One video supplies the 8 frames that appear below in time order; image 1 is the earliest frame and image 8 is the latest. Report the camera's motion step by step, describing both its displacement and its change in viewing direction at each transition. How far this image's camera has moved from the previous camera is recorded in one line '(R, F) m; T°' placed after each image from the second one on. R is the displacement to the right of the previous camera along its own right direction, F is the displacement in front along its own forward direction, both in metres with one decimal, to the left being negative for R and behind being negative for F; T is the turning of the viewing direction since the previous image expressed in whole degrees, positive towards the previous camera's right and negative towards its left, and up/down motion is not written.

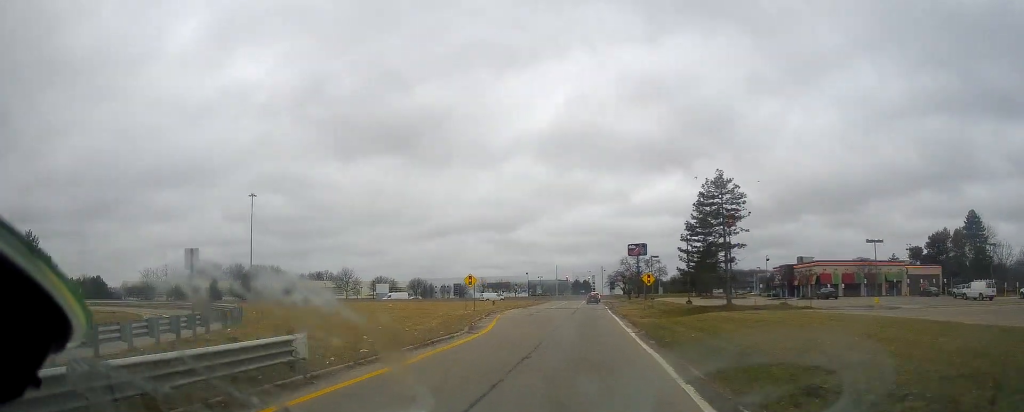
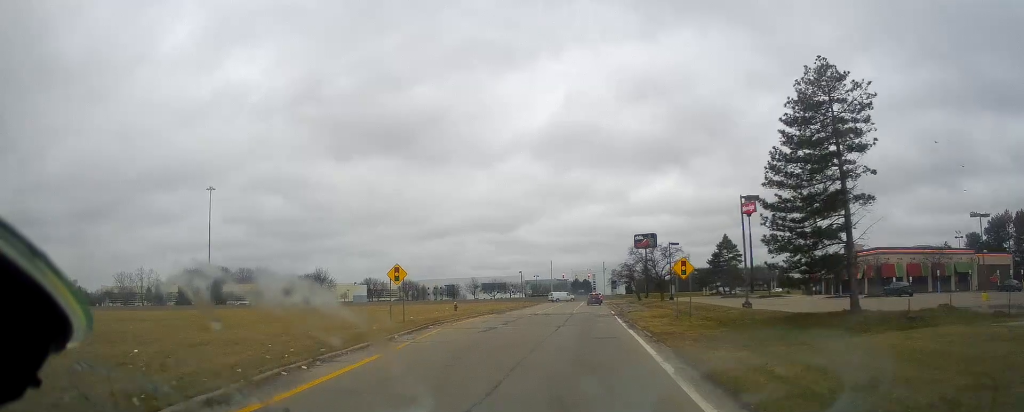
(-0.1, +20.8) m; +1°
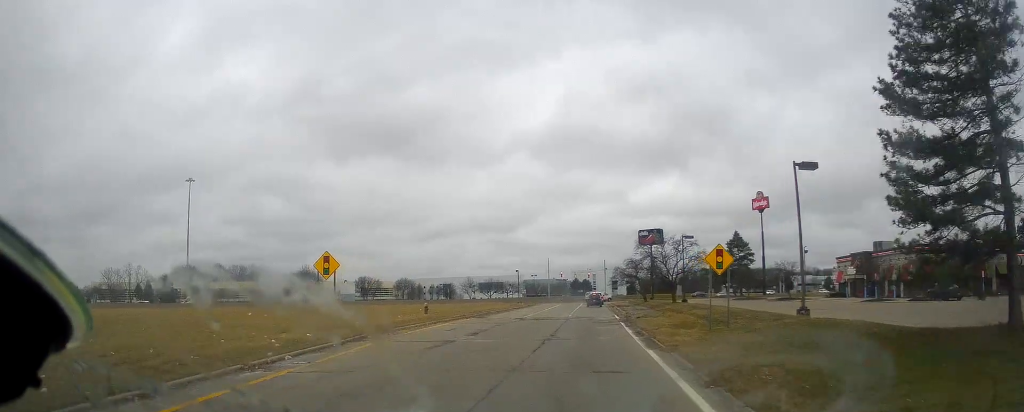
(+0.1, +9.7) m; +1°
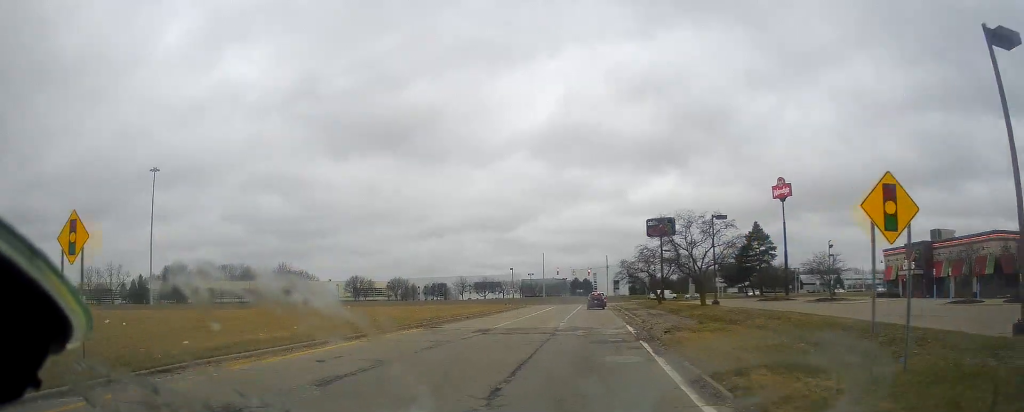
(0.0, +14.9) m; 0°
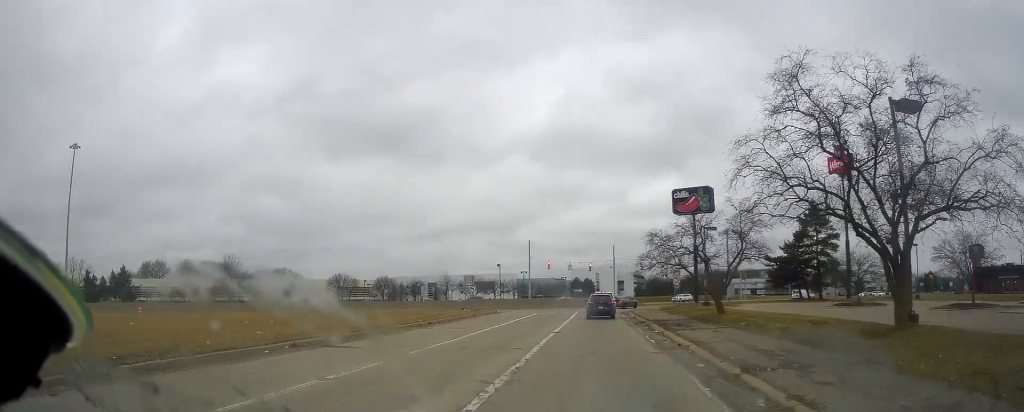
(-1.3, +28.2) m; -2°
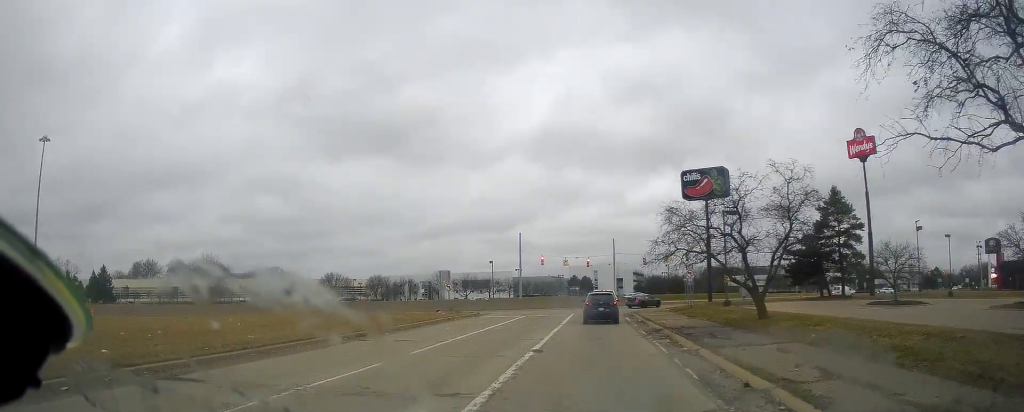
(+0.6, +8.0) m; +3°
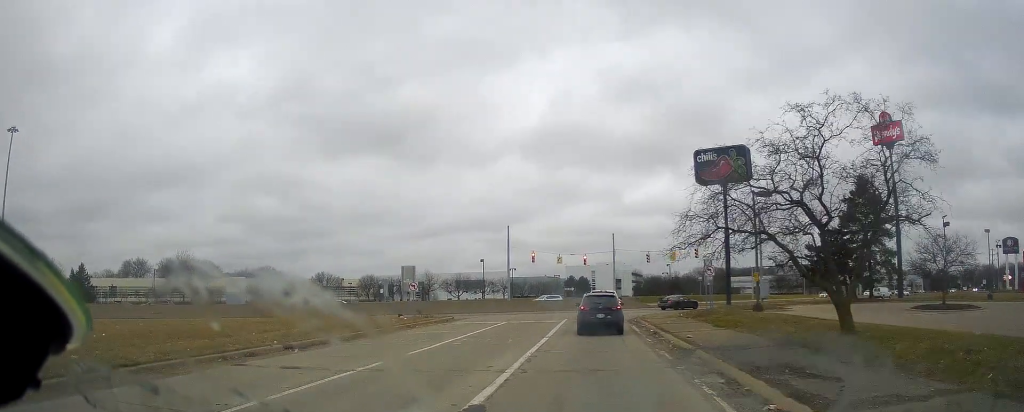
(+0.3, +8.6) m; 0°
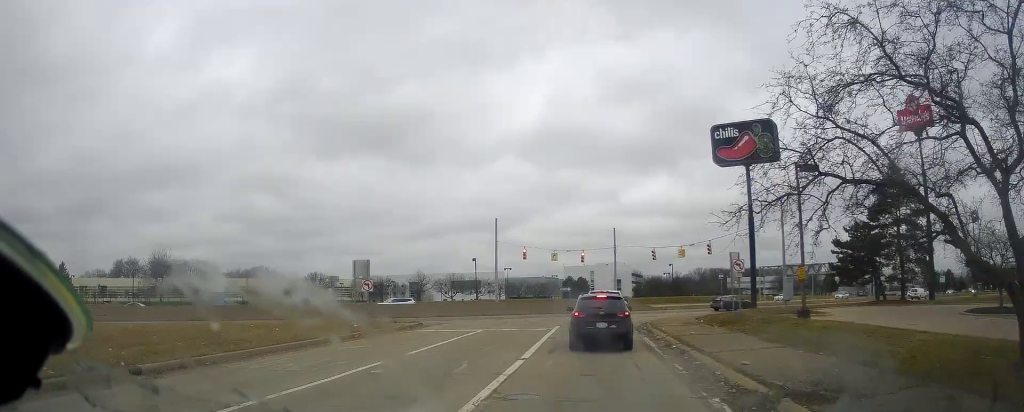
(-0.2, +8.2) m; -3°
